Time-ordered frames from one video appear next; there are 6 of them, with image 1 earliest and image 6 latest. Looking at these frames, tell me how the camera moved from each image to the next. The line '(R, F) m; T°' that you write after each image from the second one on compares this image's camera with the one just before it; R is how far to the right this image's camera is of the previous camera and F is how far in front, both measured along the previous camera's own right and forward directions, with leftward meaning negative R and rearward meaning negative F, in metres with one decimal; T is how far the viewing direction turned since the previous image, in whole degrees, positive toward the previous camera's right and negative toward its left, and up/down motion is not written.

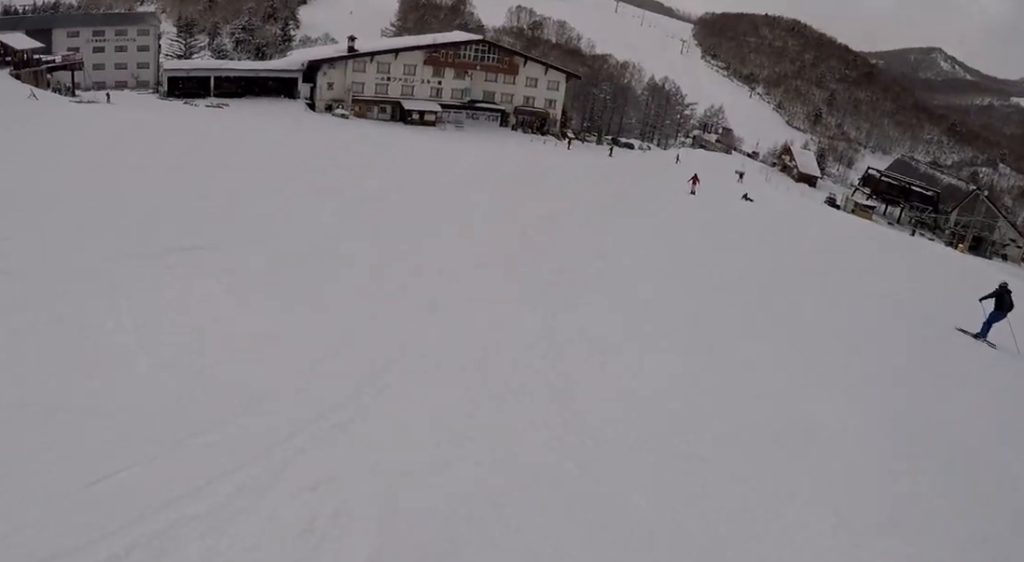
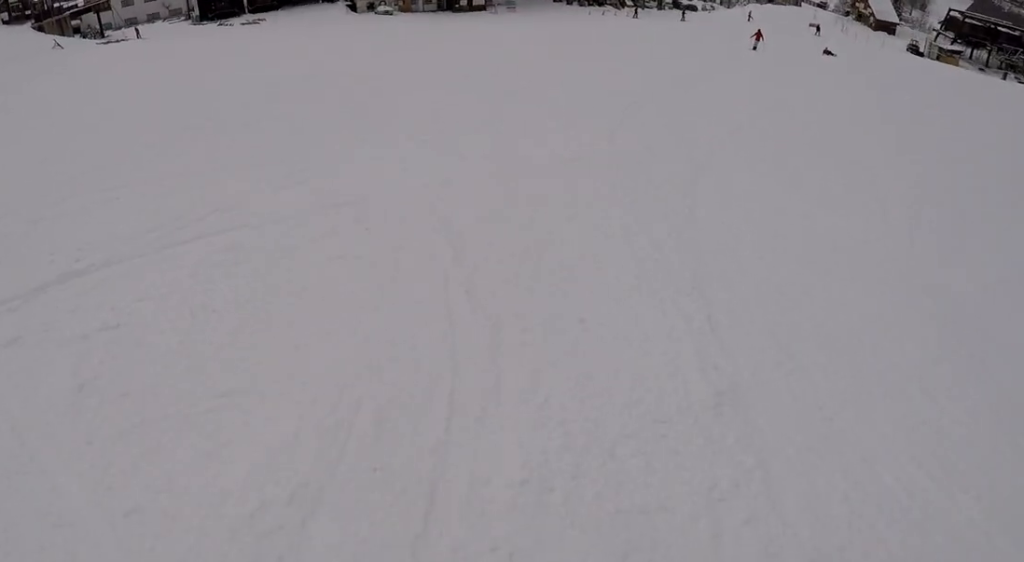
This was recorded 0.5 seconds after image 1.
(-0.4, +3.2) m; -4°
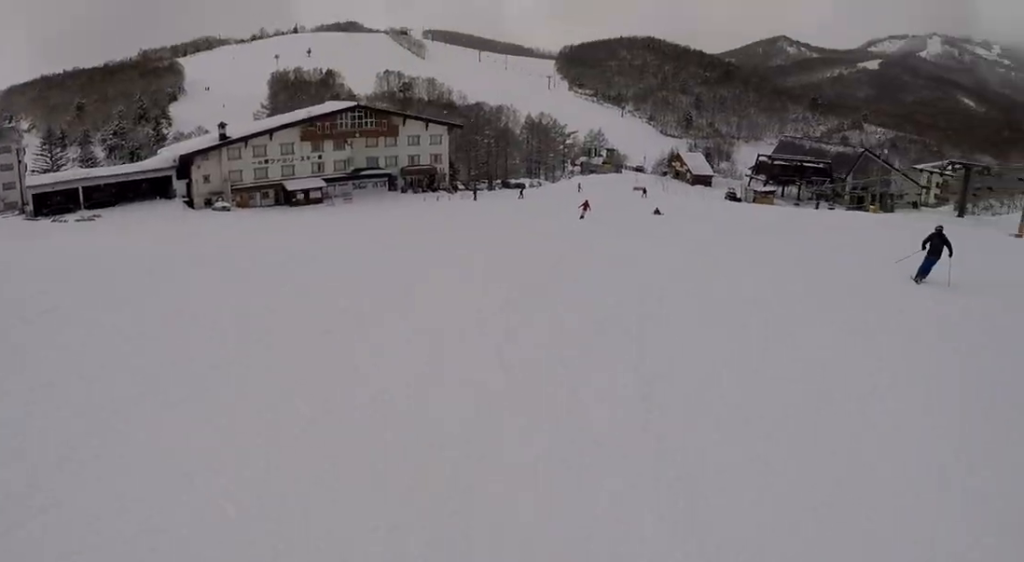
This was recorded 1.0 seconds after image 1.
(-0.1, +2.8) m; +1°
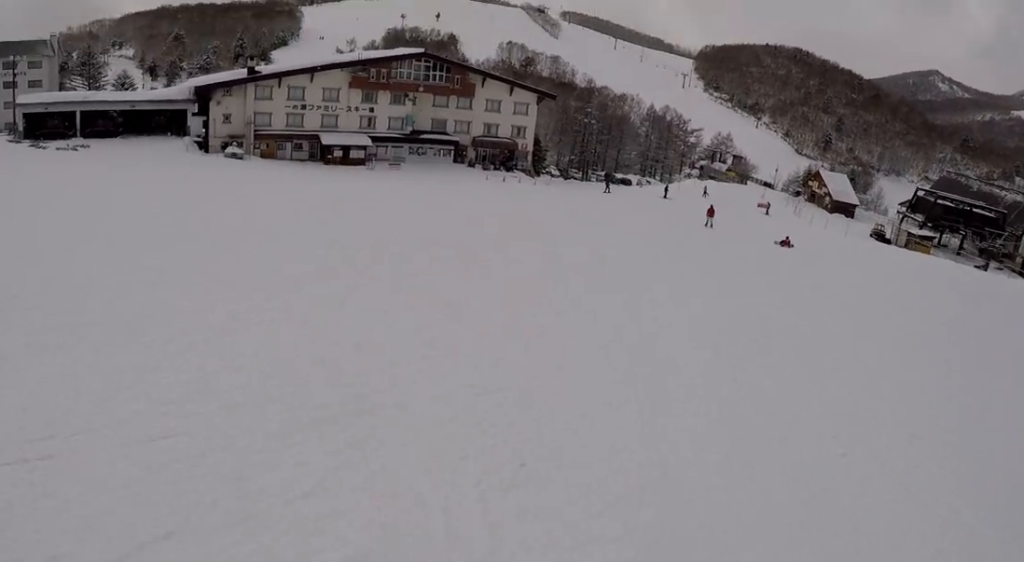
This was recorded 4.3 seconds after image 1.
(+4.3, +21.2) m; -4°
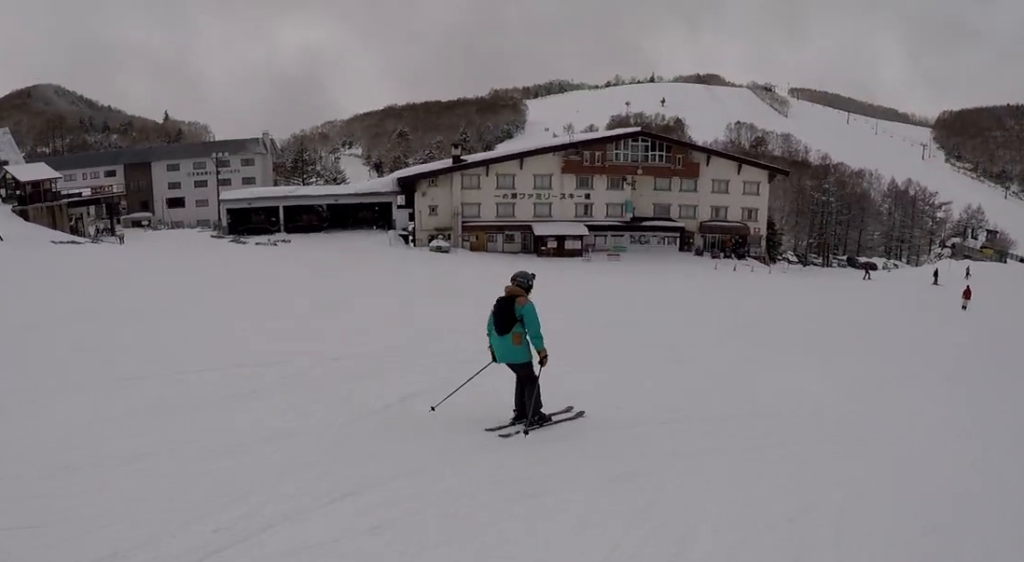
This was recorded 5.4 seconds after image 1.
(-0.9, +7.2) m; -6°
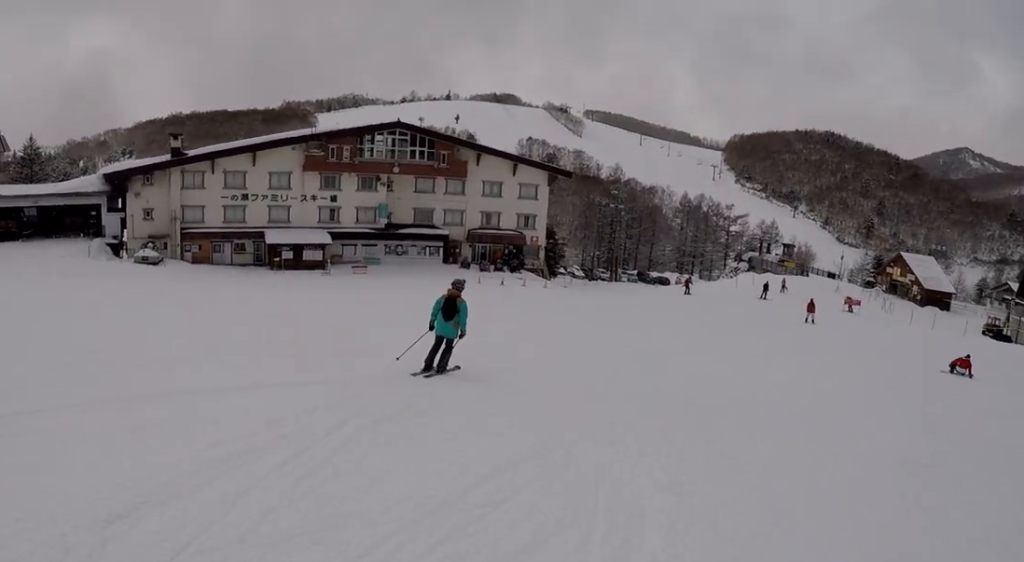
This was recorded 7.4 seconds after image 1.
(+2.1, +13.2) m; +25°
